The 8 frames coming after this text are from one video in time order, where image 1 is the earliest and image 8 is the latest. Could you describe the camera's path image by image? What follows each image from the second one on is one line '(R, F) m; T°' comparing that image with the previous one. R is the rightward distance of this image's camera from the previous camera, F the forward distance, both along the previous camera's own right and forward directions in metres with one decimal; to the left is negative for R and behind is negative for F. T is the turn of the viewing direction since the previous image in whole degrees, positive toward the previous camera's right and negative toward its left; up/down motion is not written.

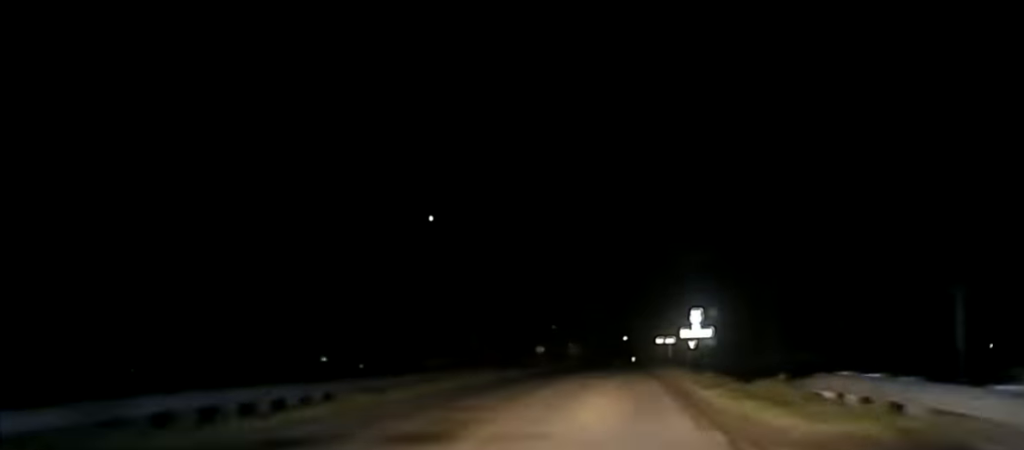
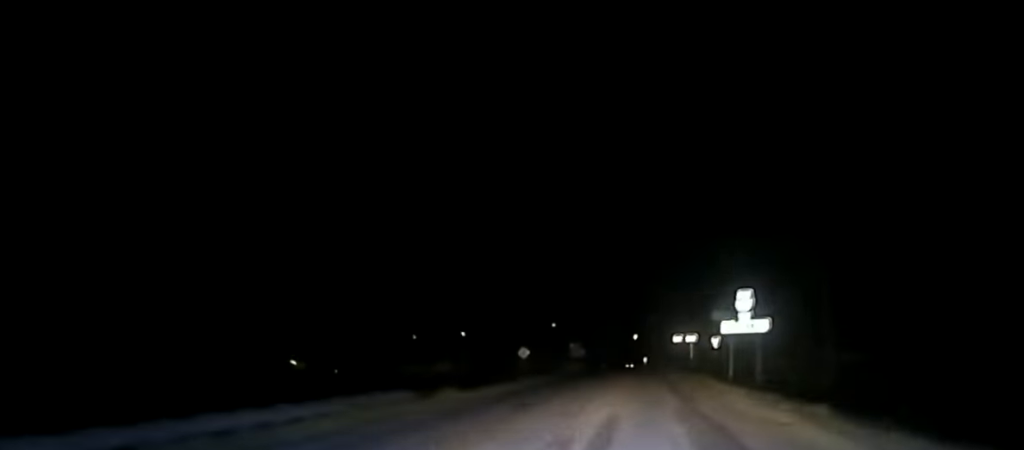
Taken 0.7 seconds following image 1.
(-0.2, +25.3) m; 0°
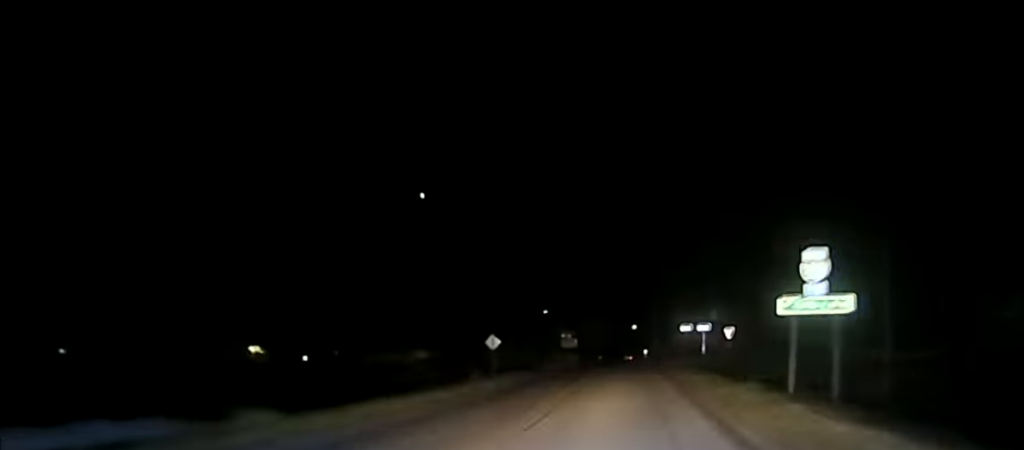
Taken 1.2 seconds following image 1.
(0.0, +17.8) m; 0°
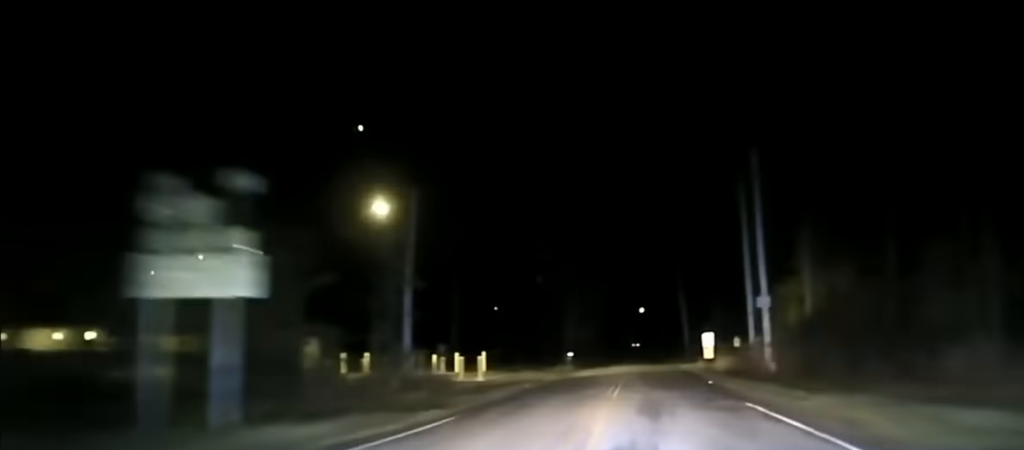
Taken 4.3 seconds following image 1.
(-1.3, +118.3) m; 0°
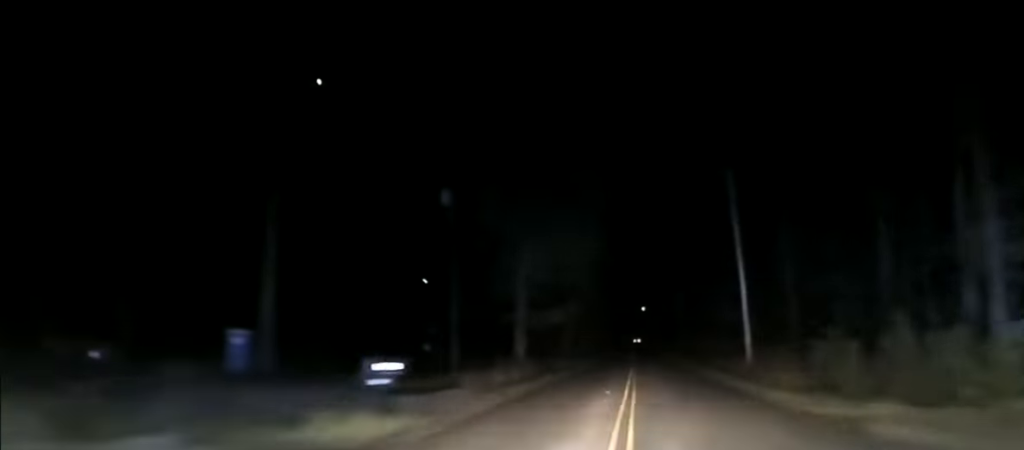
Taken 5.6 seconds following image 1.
(0.0, +55.7) m; 0°
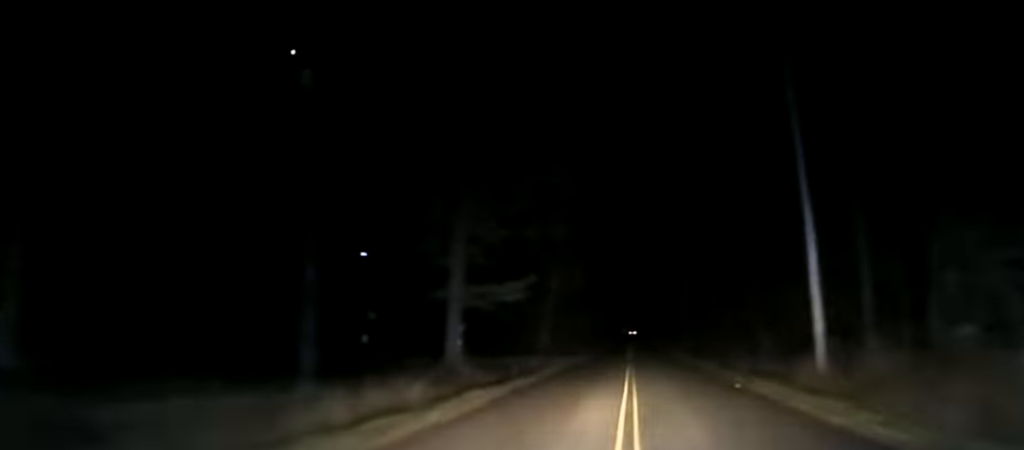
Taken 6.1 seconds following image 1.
(0.0, +22.4) m; 0°
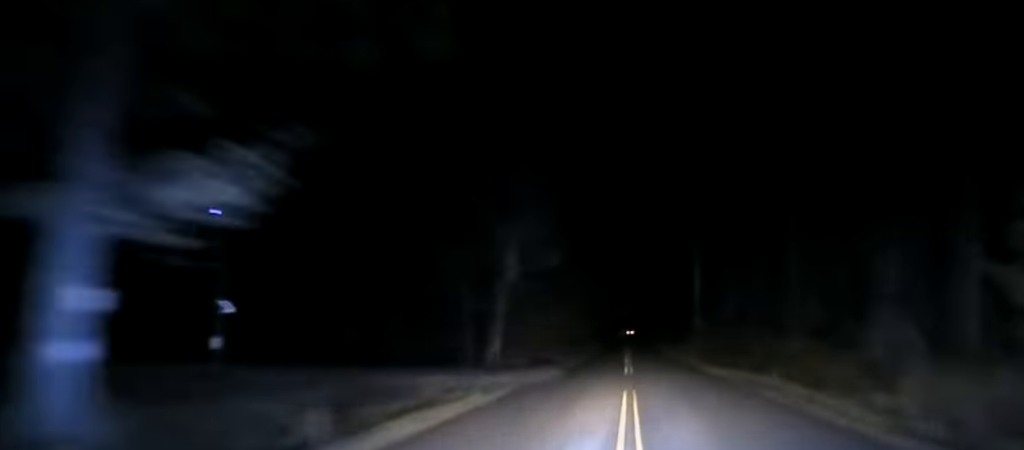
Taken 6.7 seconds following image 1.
(0.0, +29.2) m; 0°
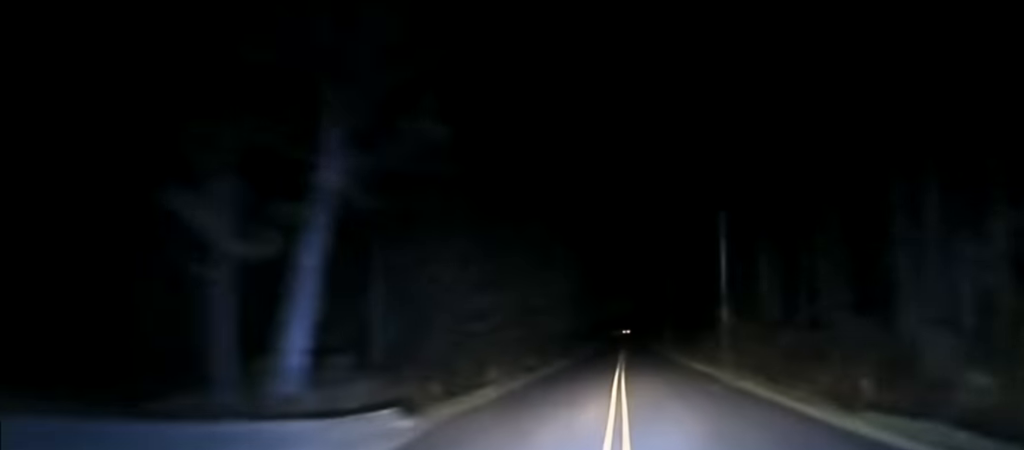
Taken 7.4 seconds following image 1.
(0.0, +33.3) m; 0°
